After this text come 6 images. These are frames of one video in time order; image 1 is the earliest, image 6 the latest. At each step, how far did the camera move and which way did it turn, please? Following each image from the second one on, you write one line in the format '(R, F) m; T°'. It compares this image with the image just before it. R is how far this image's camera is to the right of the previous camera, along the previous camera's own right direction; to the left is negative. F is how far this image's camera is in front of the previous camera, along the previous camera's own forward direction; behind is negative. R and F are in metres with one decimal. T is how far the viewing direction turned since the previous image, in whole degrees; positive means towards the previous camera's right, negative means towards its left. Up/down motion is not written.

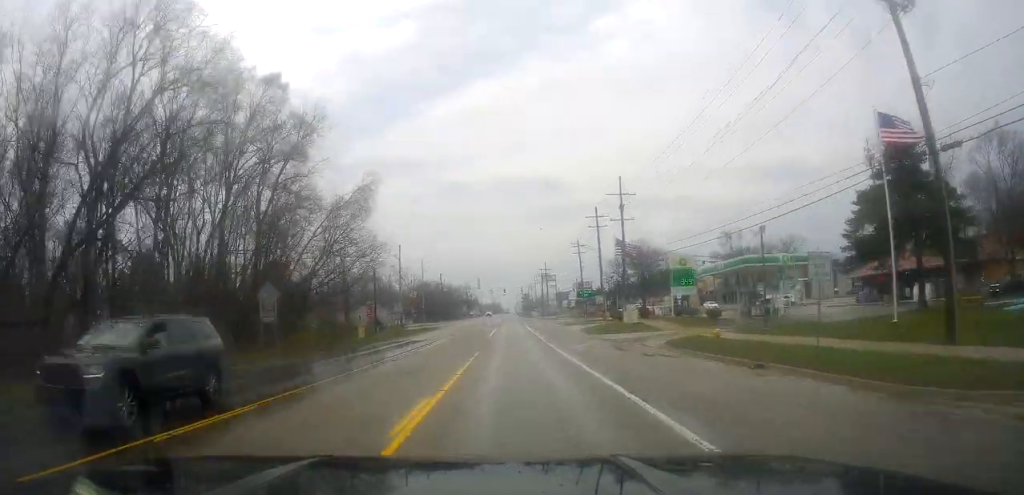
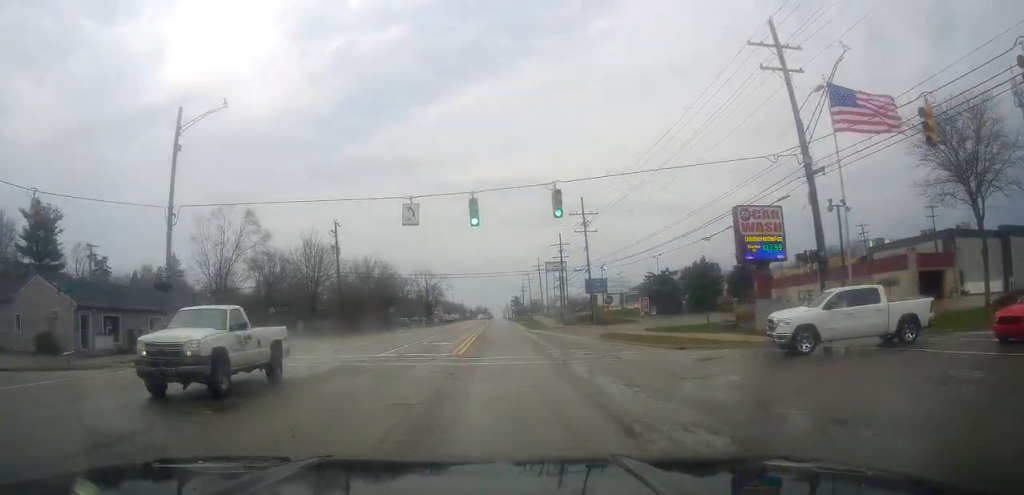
(0.0, +83.4) m; 0°
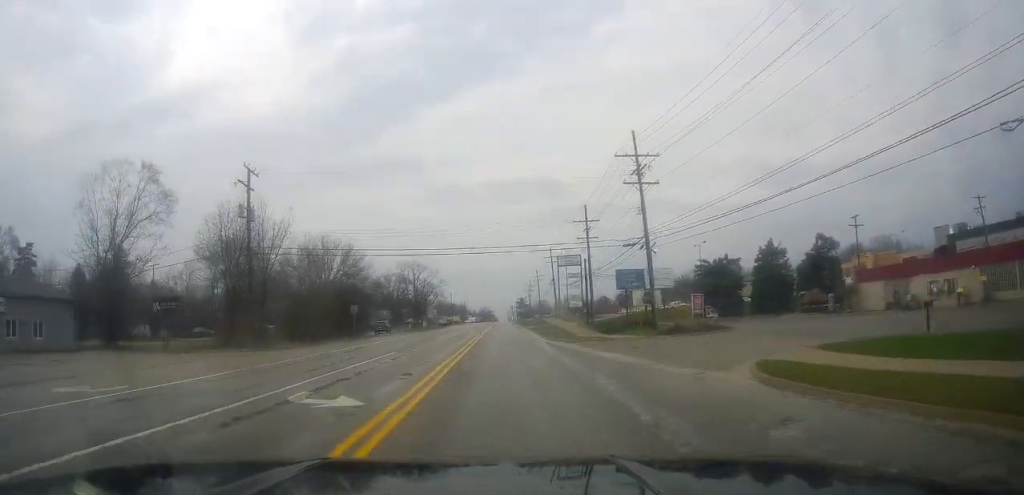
(+0.3, +23.2) m; +2°
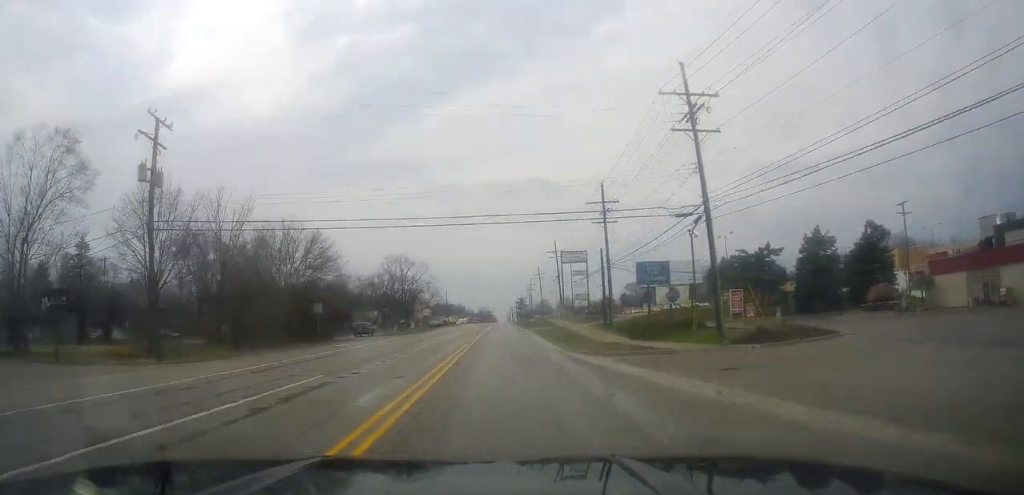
(+0.2, +11.5) m; +1°
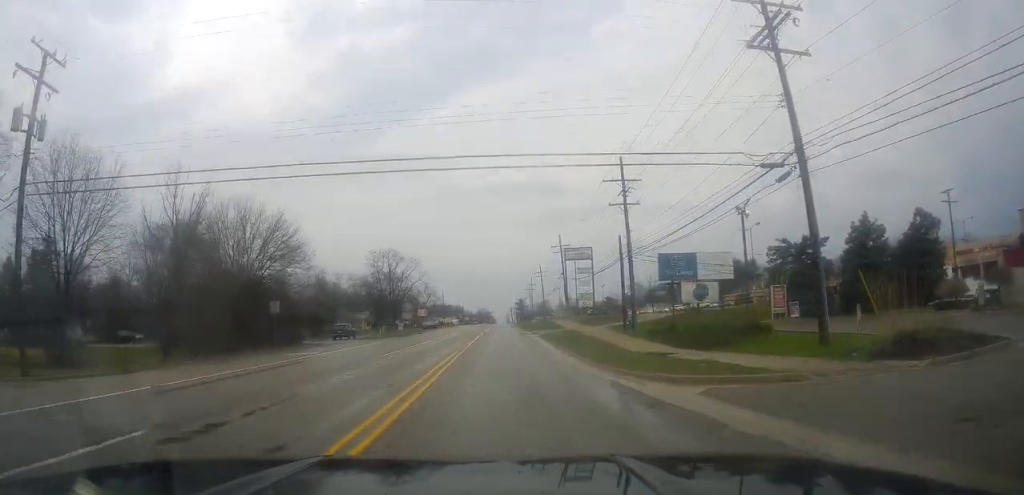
(0.0, +9.2) m; -1°
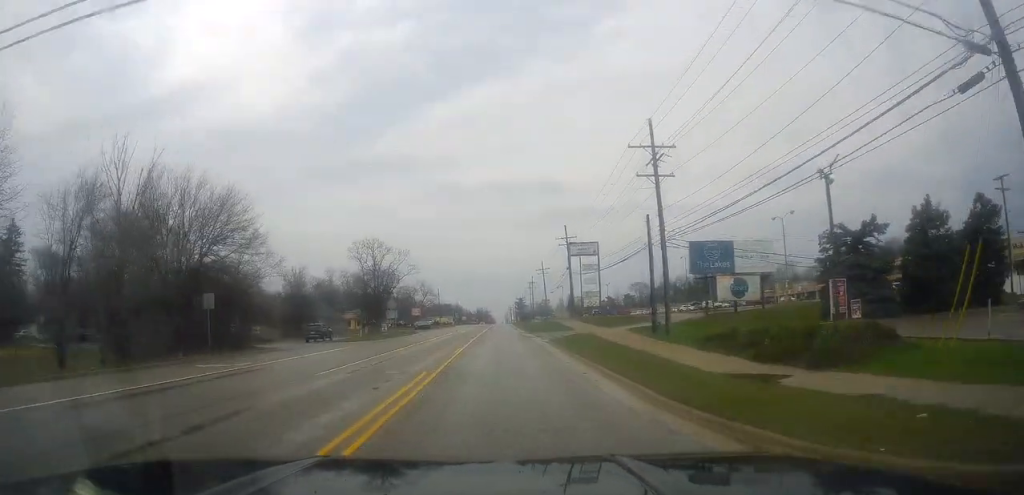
(+0.1, +9.2) m; -1°
